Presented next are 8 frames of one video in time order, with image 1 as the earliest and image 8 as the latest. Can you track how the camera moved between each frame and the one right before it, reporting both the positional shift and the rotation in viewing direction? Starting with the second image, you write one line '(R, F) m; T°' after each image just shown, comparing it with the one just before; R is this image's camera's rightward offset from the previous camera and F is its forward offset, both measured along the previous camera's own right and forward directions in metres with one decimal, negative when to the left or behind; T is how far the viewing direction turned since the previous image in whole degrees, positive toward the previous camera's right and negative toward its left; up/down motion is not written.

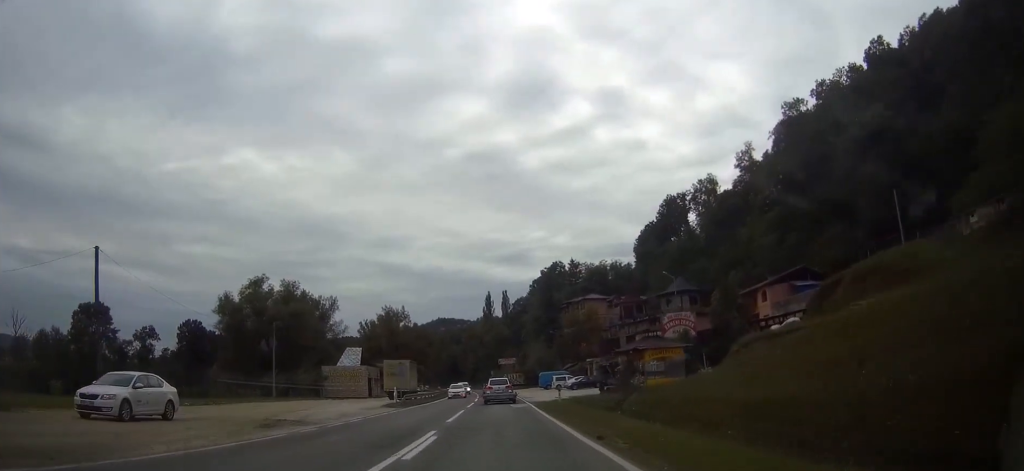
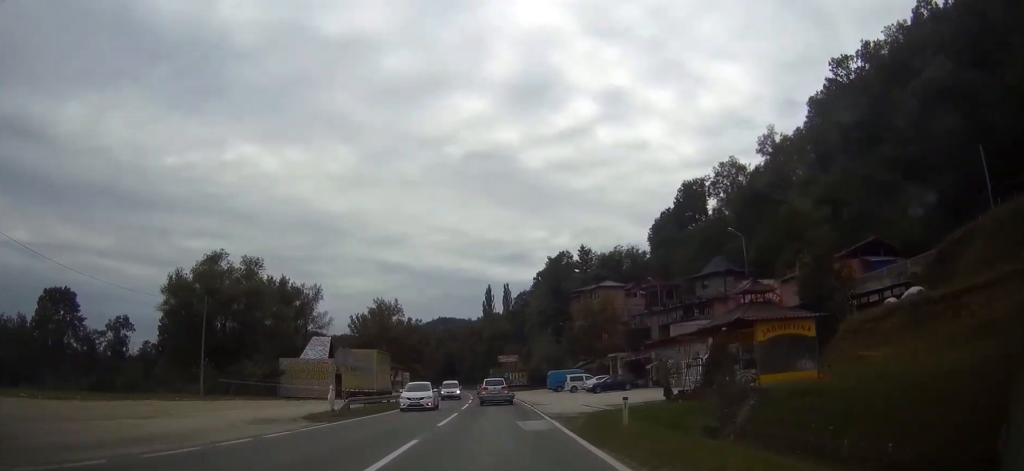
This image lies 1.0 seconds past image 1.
(0.0, +18.2) m; 0°
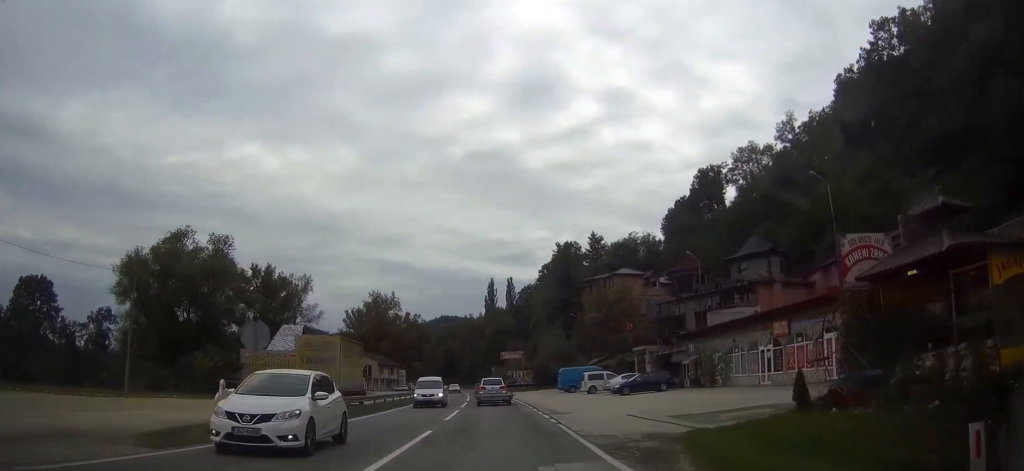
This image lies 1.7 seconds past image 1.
(0.0, +12.4) m; 0°
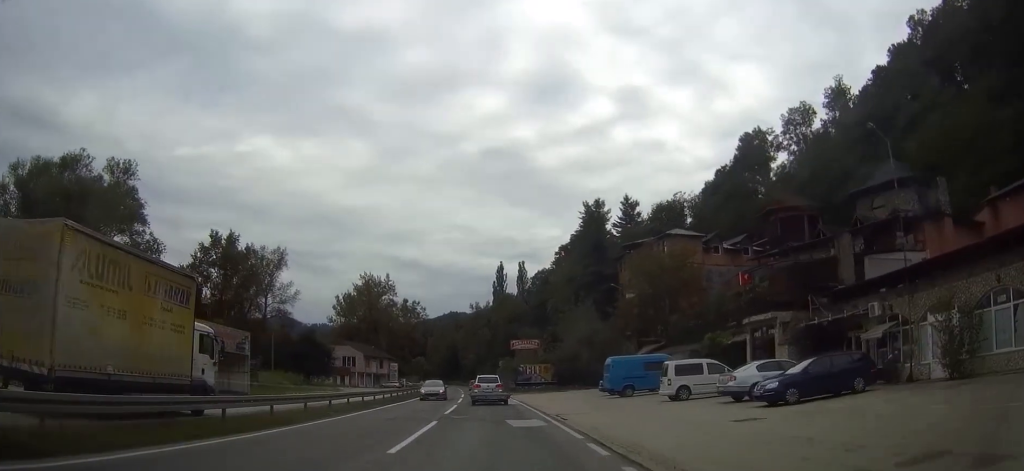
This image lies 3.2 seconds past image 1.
(-0.1, +26.6) m; -1°
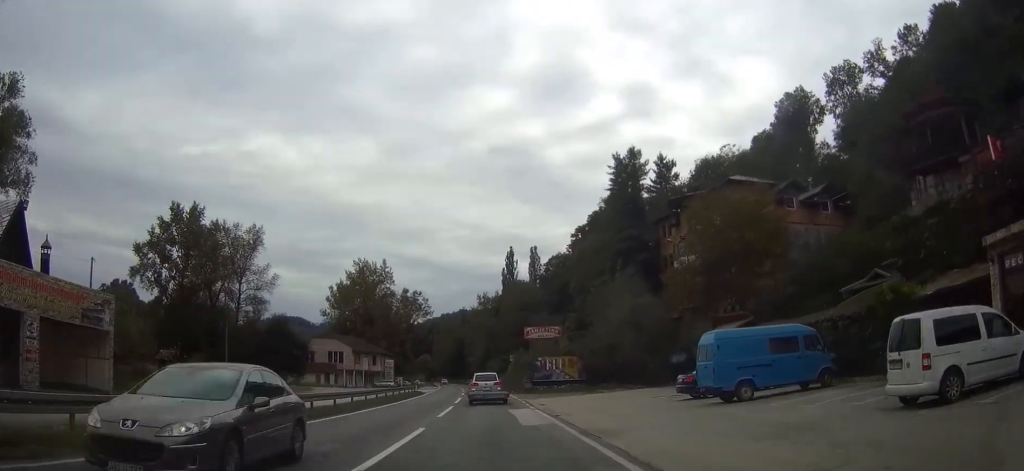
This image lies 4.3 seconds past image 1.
(-0.2, +19.3) m; -1°
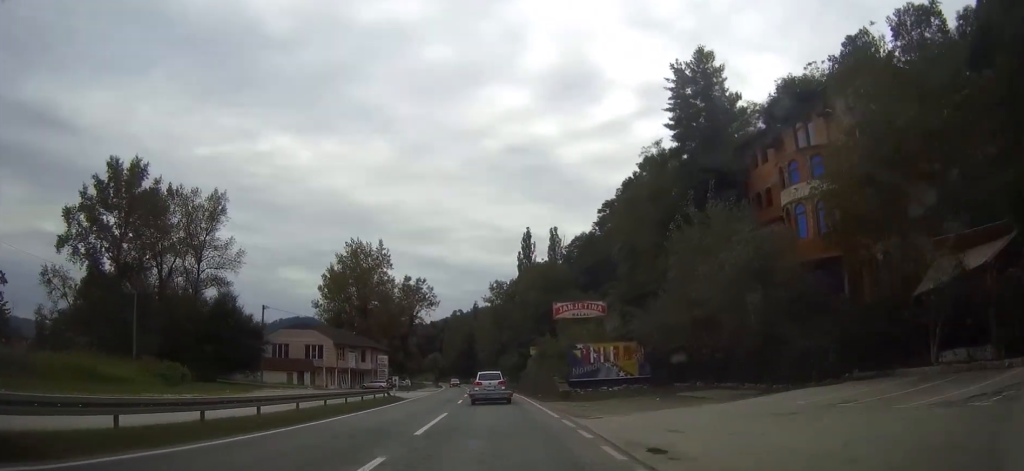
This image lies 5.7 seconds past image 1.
(-0.1, +22.8) m; 0°
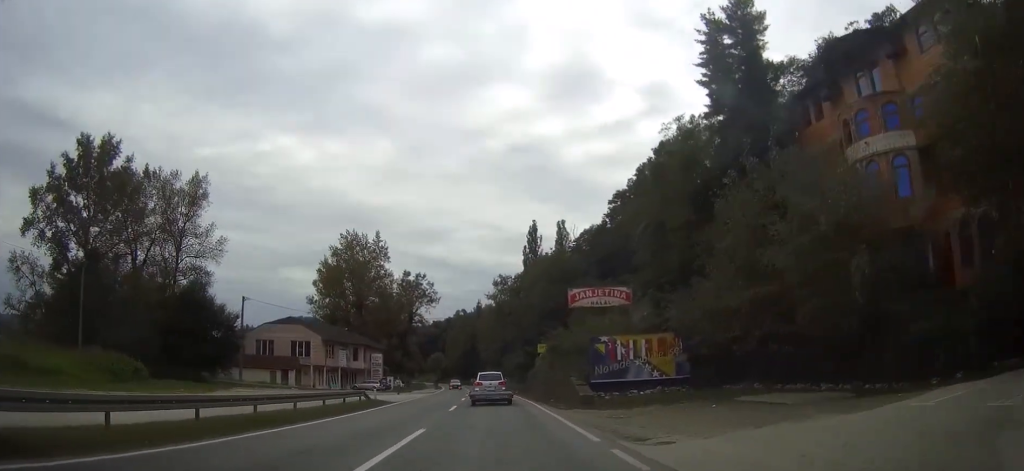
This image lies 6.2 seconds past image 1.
(+0.1, +8.4) m; 0°
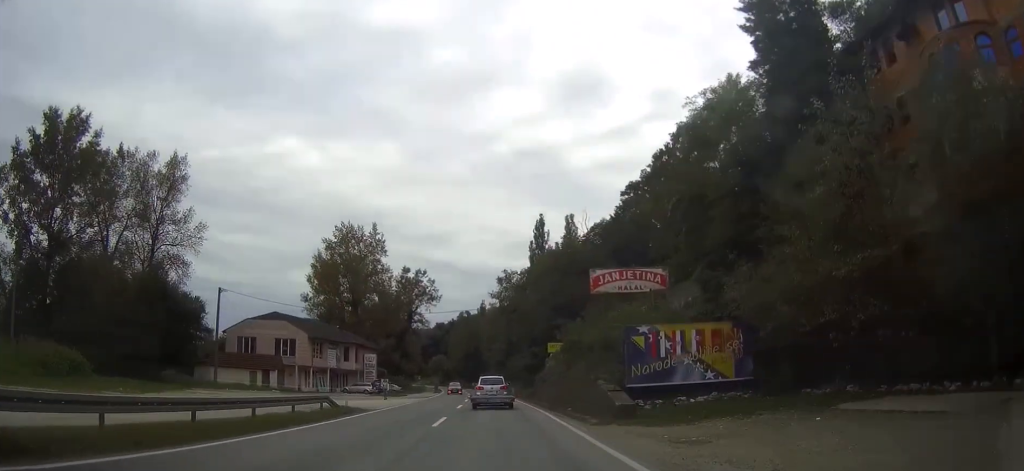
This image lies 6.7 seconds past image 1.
(-0.1, +8.3) m; 0°
